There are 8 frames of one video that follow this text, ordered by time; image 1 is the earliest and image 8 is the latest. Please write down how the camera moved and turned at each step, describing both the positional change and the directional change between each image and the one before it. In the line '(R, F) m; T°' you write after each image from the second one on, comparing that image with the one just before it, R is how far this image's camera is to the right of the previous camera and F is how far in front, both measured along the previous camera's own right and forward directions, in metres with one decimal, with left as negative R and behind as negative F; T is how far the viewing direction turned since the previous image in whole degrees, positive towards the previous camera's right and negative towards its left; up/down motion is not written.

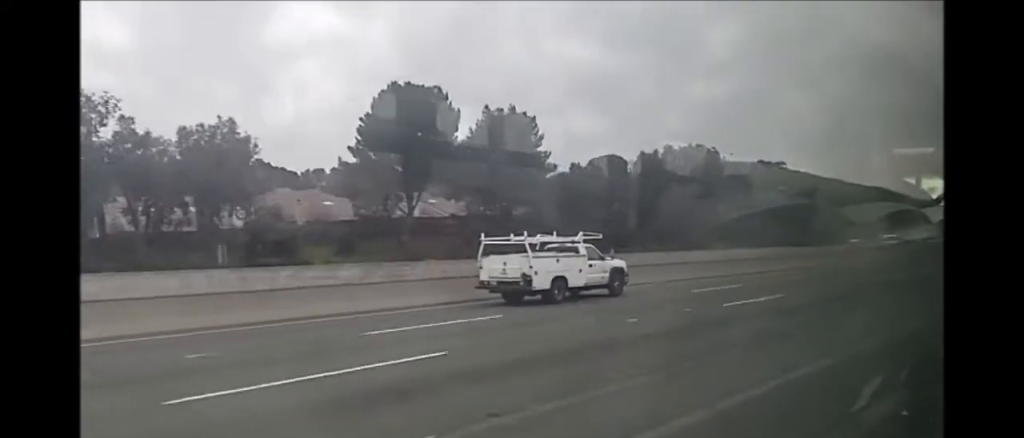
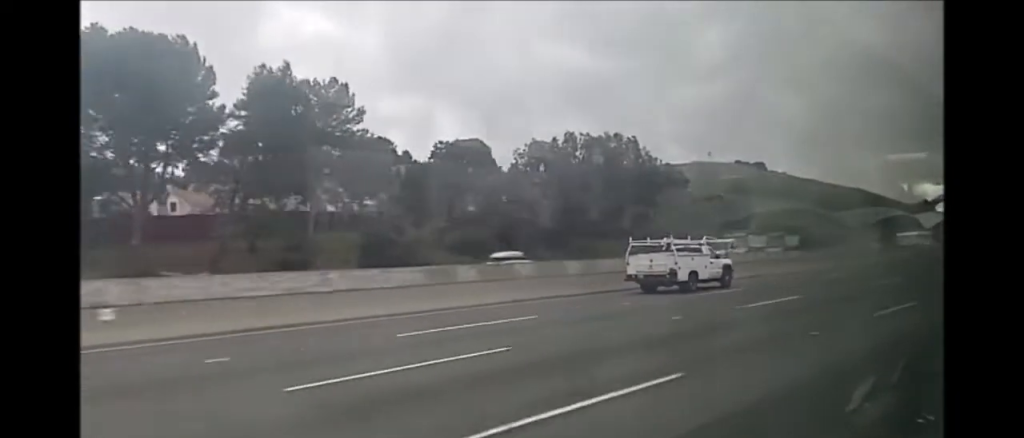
(+0.4, +28.6) m; 0°
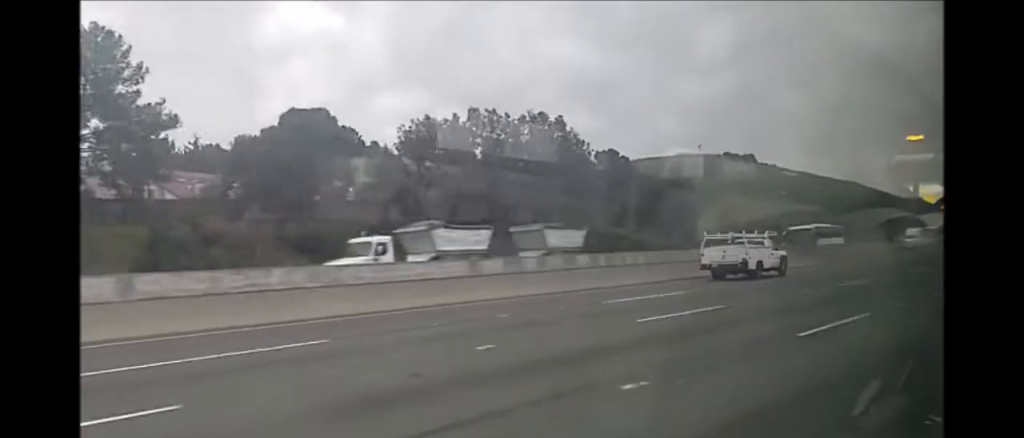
(-0.3, +21.2) m; 0°
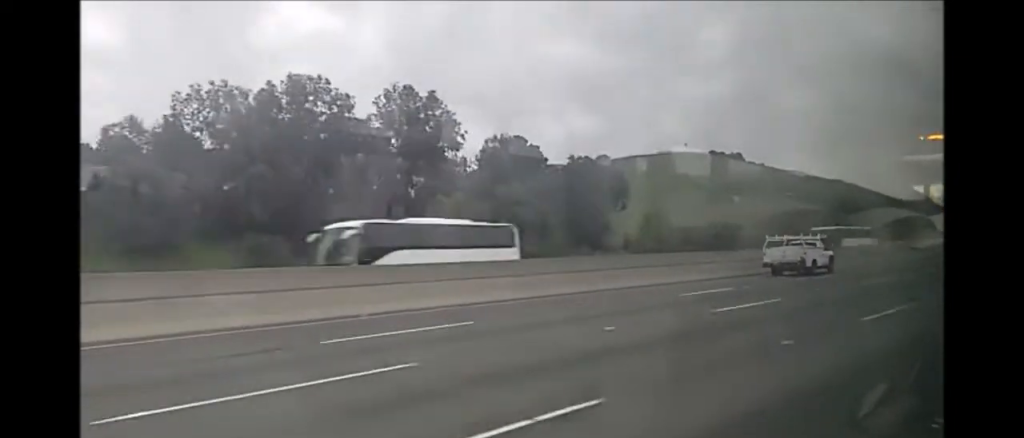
(+0.1, +25.9) m; +1°
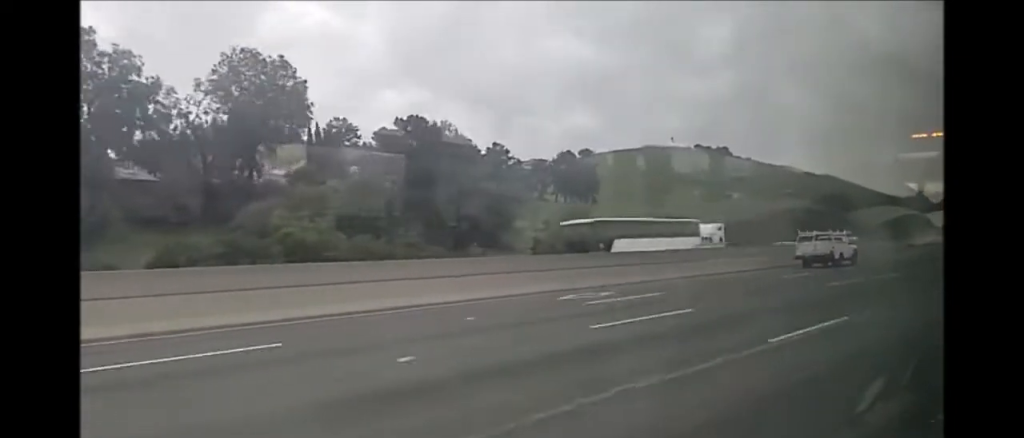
(+0.2, +20.5) m; 0°
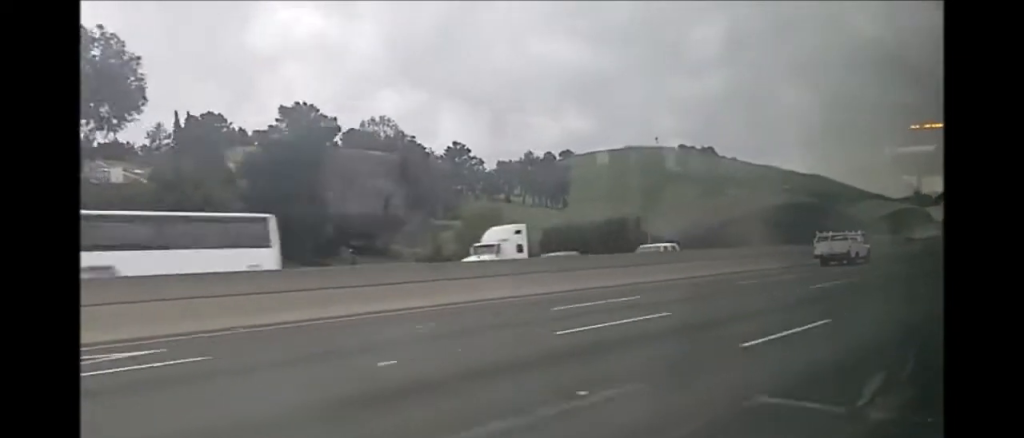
(+0.1, +15.9) m; -1°
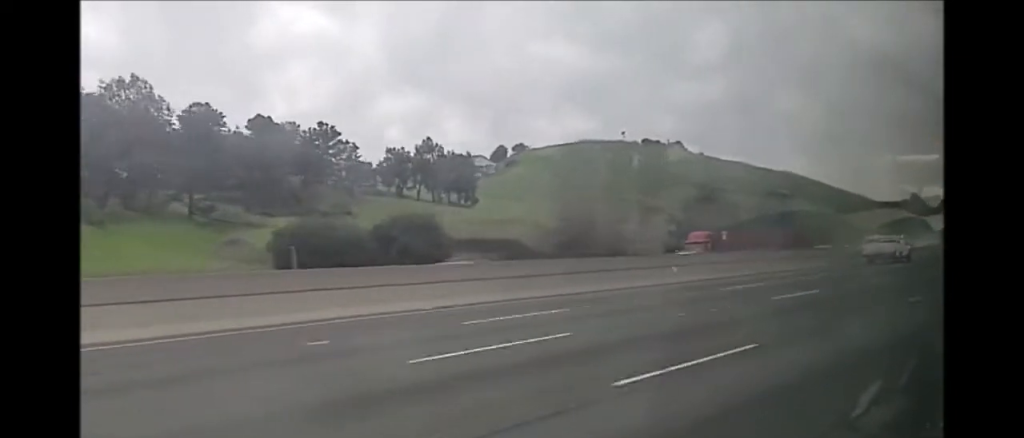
(-0.7, +47.4) m; -1°
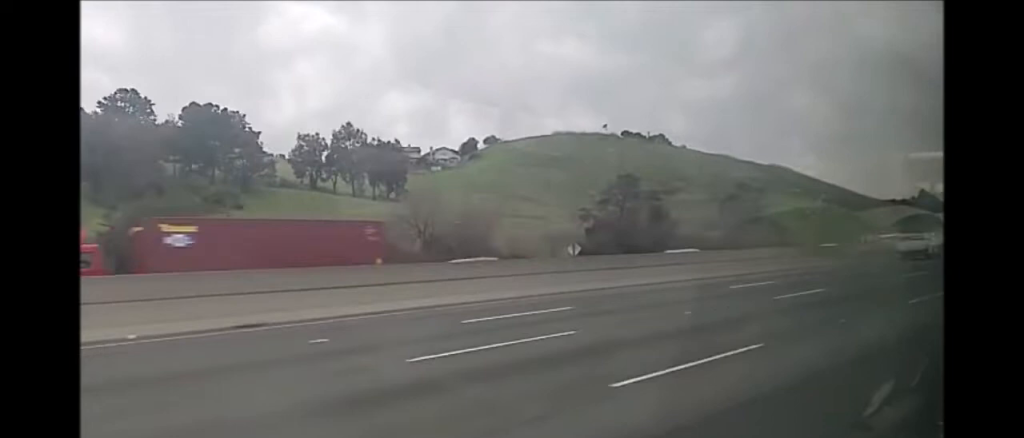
(0.0, +31.0) m; +1°
